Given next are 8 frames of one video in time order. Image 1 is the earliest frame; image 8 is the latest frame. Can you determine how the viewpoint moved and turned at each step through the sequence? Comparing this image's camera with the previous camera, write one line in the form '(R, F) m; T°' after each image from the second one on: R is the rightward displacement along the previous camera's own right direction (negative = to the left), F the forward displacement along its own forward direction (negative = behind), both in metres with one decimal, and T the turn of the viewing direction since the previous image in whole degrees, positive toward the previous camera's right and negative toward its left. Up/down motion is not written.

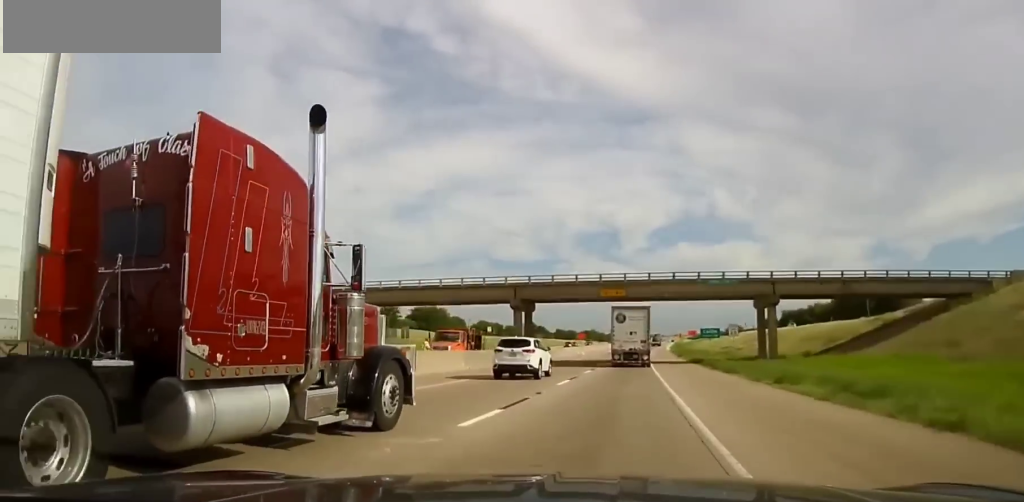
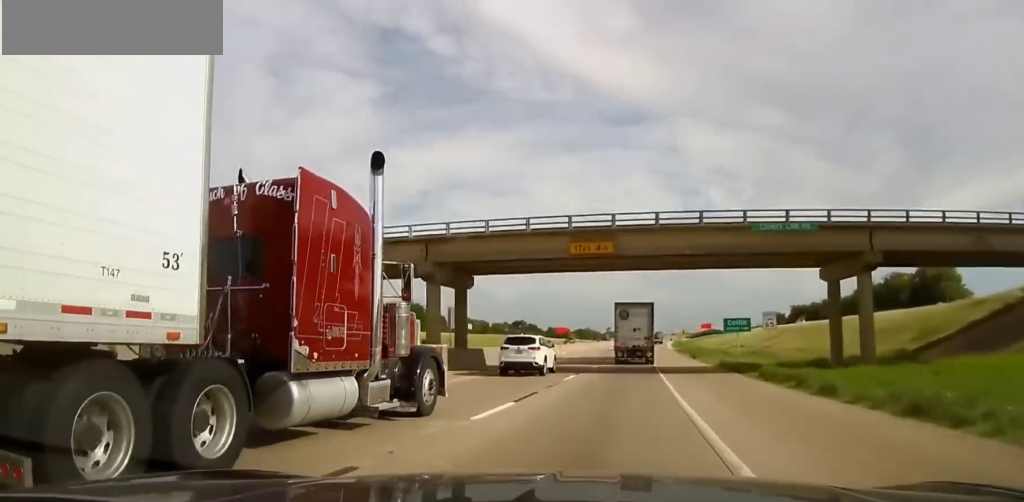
(+0.1, +21.7) m; 0°
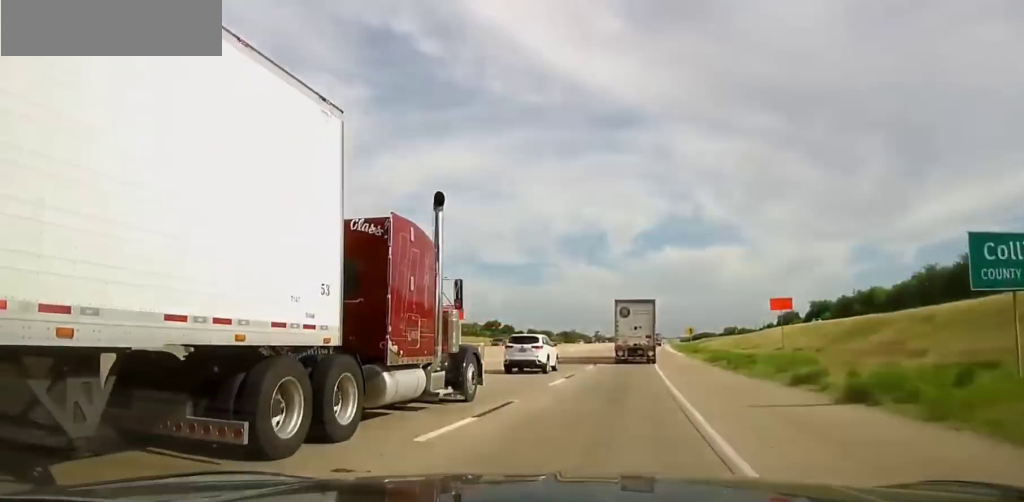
(0.0, +39.9) m; 0°
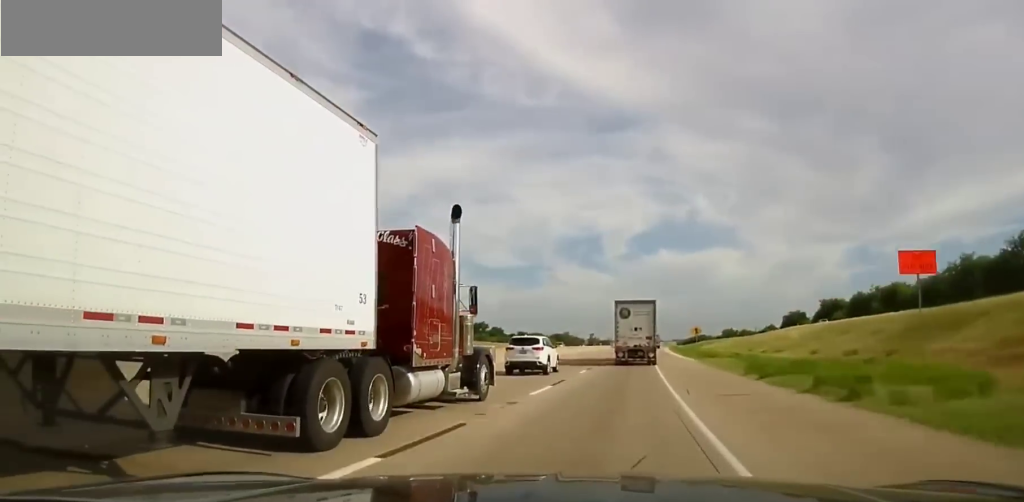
(-0.1, +16.2) m; 0°
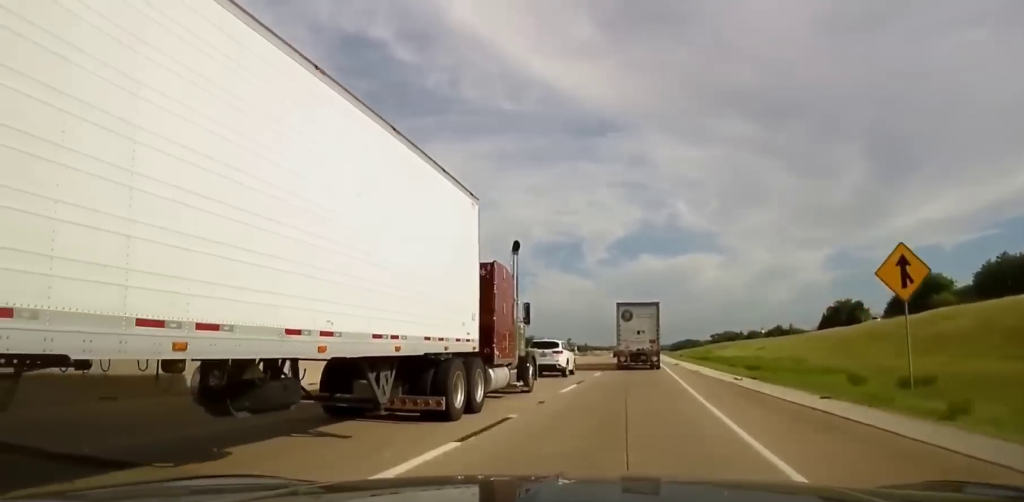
(+0.9, +72.8) m; +2°
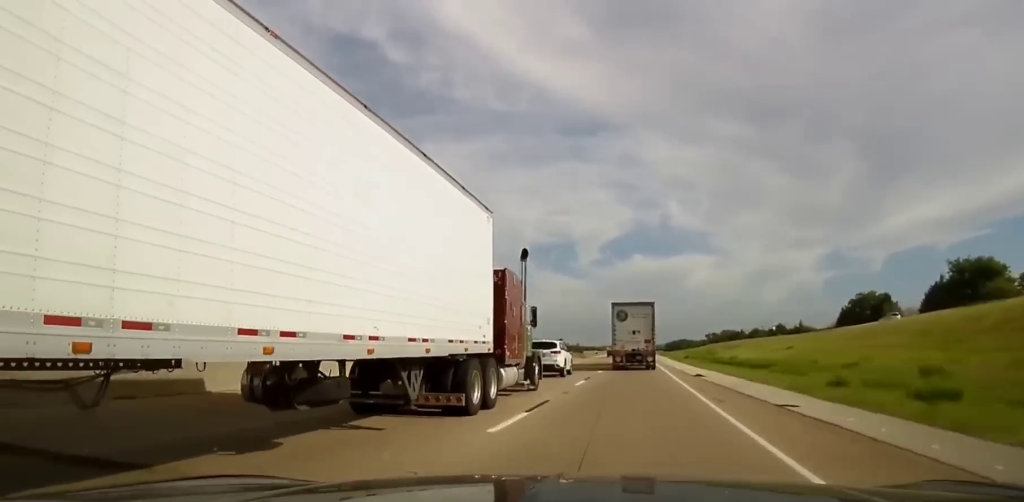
(+0.3, +21.2) m; +1°
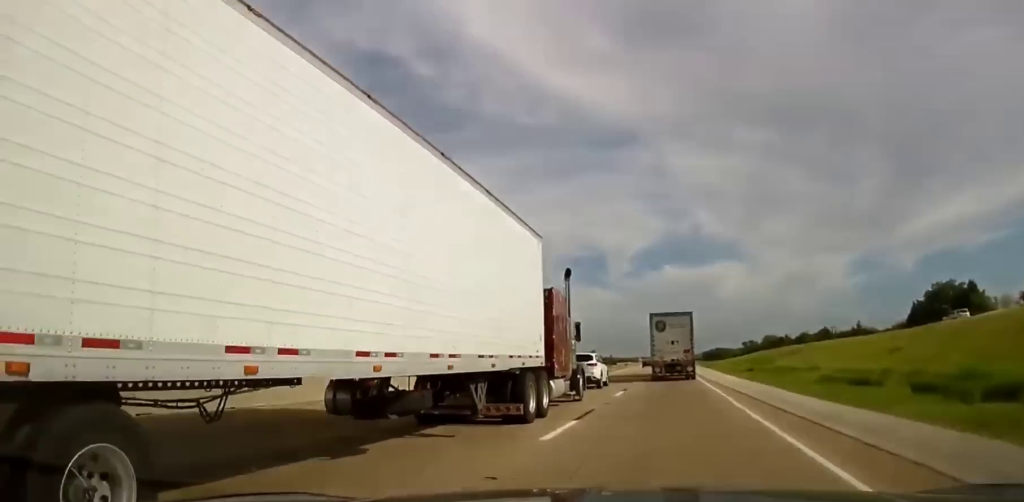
(+0.1, +24.2) m; 0°
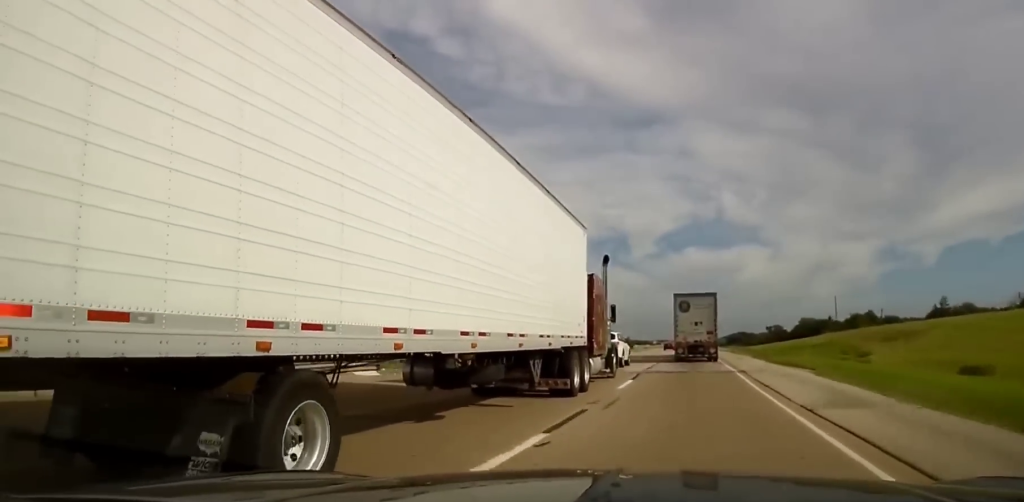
(0.0, +42.9) m; 0°
